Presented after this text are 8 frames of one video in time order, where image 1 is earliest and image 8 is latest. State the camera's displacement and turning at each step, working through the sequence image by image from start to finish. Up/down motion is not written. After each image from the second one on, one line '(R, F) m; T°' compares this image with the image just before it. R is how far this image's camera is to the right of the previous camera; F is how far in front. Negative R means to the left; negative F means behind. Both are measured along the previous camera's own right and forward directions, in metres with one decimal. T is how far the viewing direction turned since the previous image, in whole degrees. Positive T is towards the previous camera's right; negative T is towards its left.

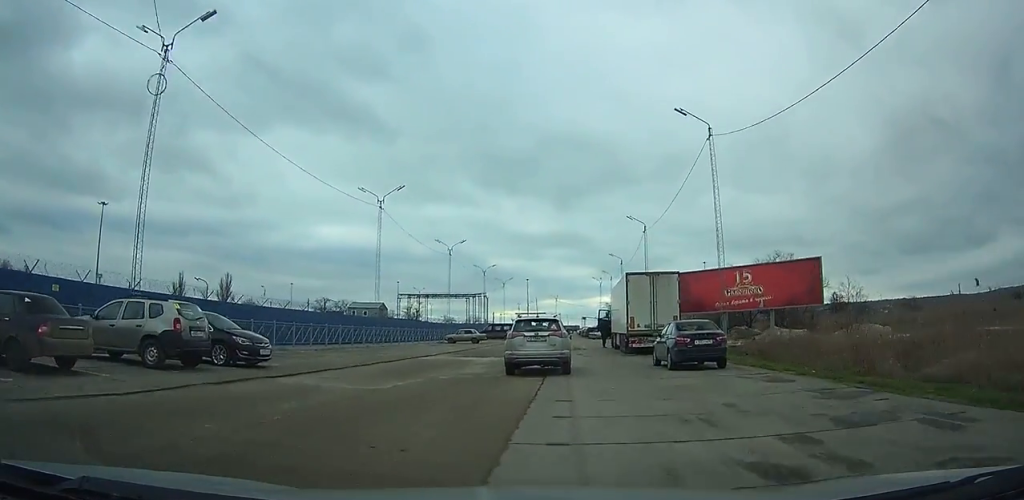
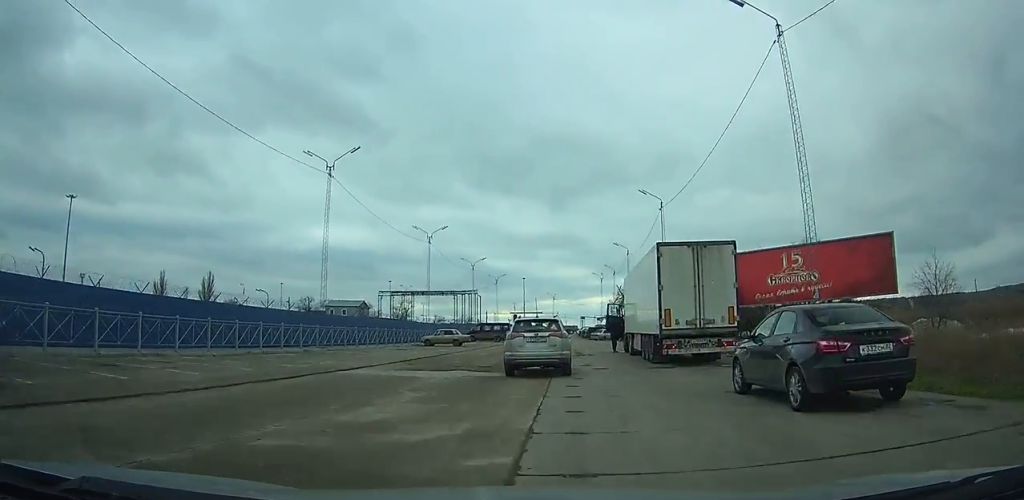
(0.0, +9.4) m; 0°
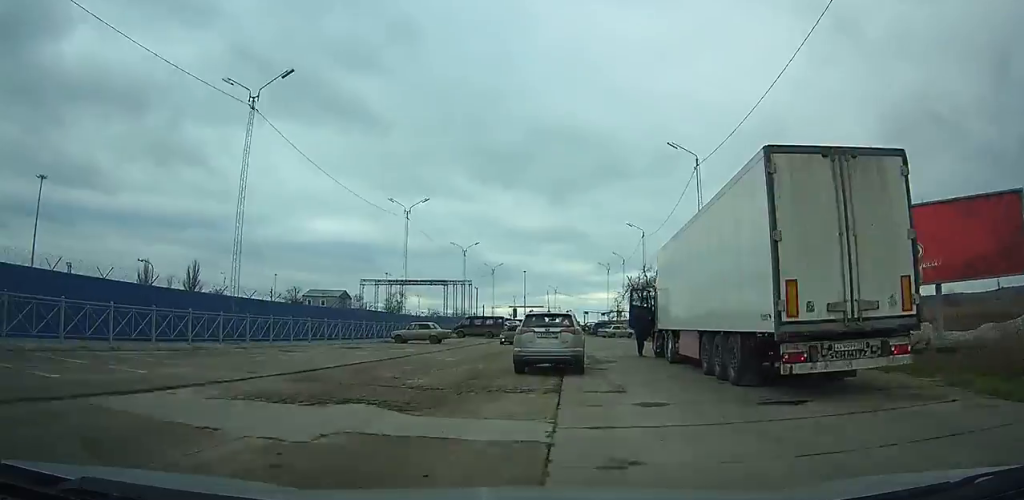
(0.0, +9.7) m; 0°
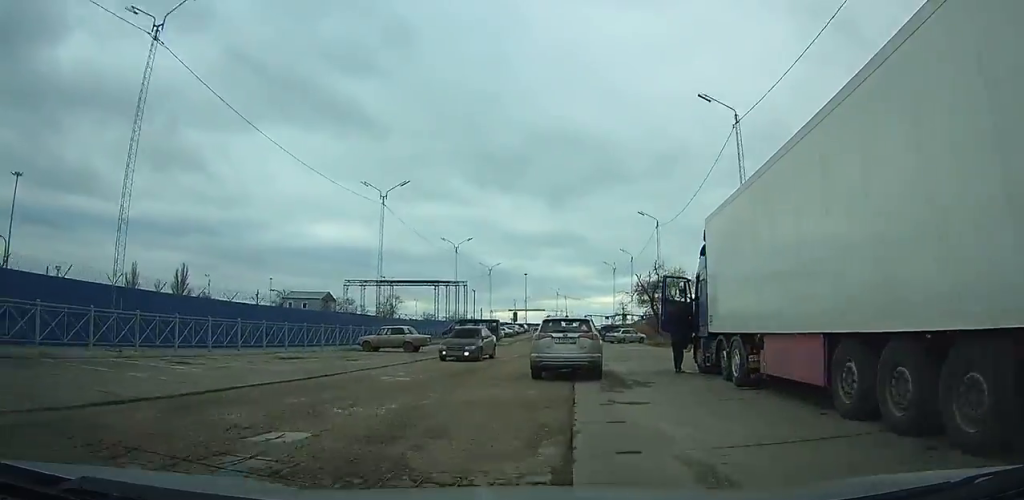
(0.0, +7.7) m; 0°
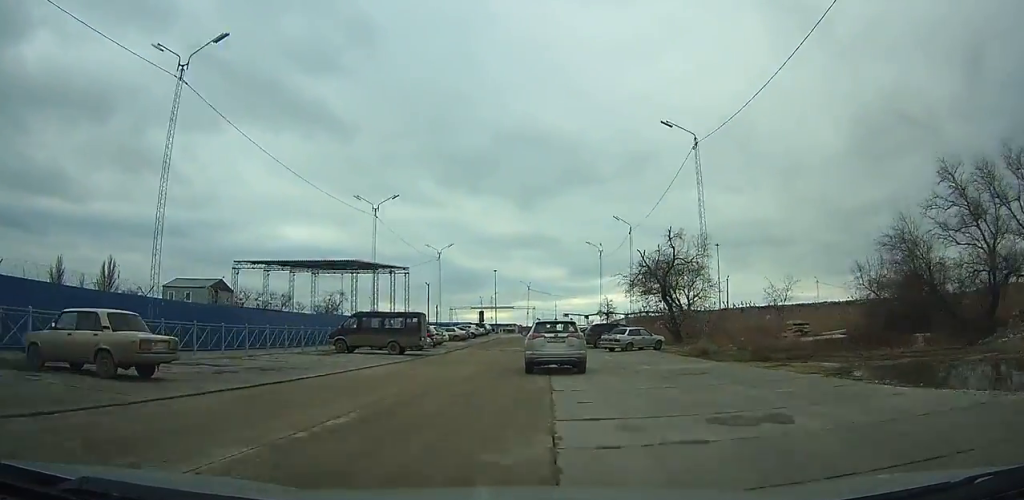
(+0.6, +24.6) m; +2°
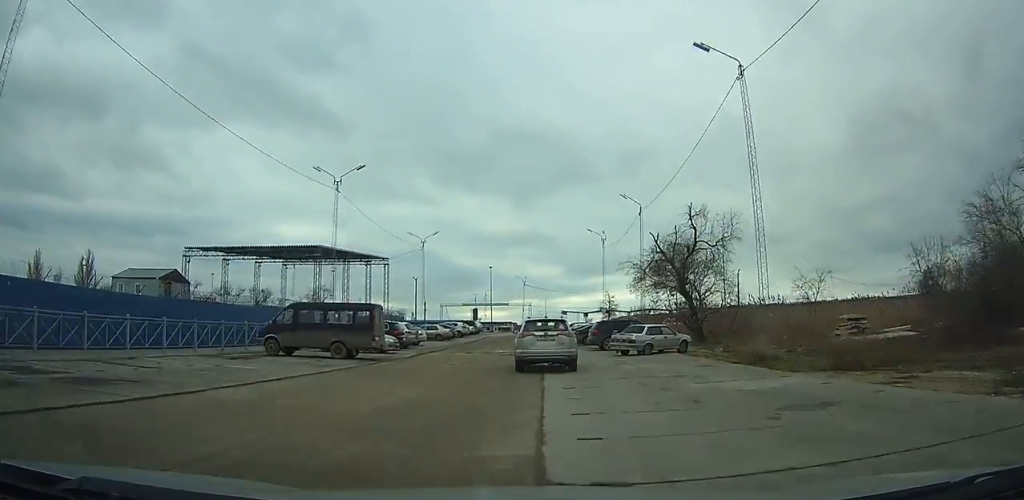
(+0.1, +7.7) m; 0°
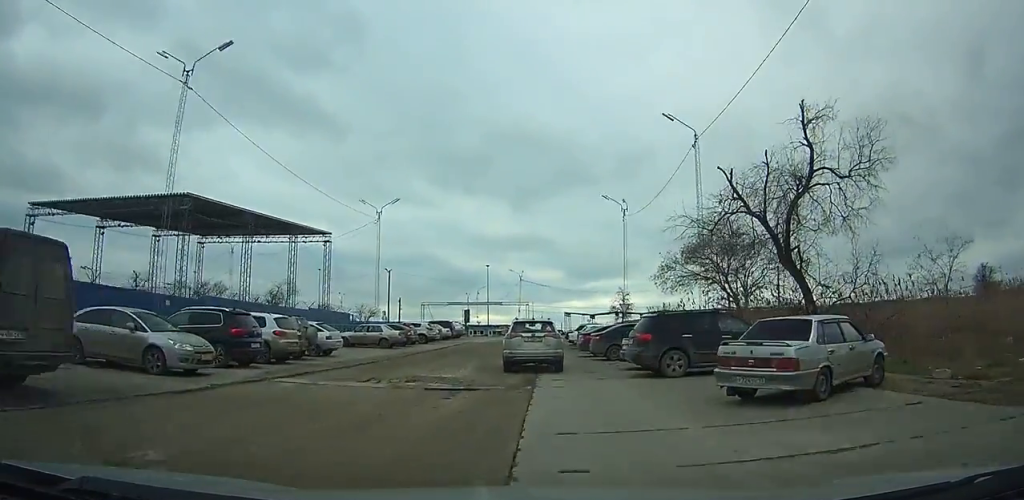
(-0.2, +18.1) m; -2°
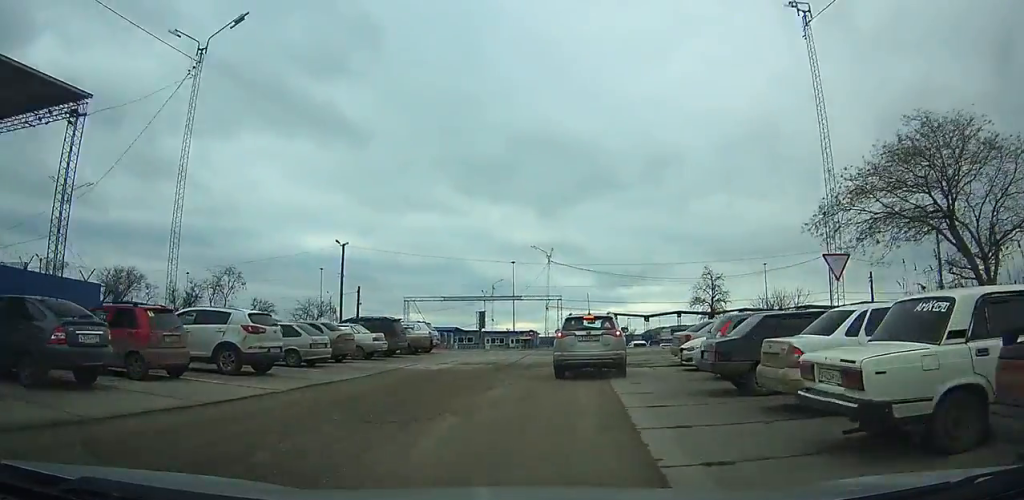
(-0.9, +26.8) m; -2°
